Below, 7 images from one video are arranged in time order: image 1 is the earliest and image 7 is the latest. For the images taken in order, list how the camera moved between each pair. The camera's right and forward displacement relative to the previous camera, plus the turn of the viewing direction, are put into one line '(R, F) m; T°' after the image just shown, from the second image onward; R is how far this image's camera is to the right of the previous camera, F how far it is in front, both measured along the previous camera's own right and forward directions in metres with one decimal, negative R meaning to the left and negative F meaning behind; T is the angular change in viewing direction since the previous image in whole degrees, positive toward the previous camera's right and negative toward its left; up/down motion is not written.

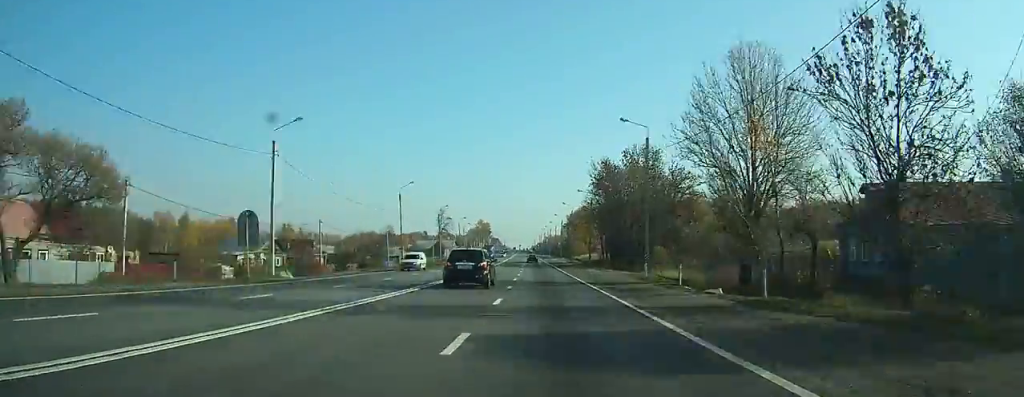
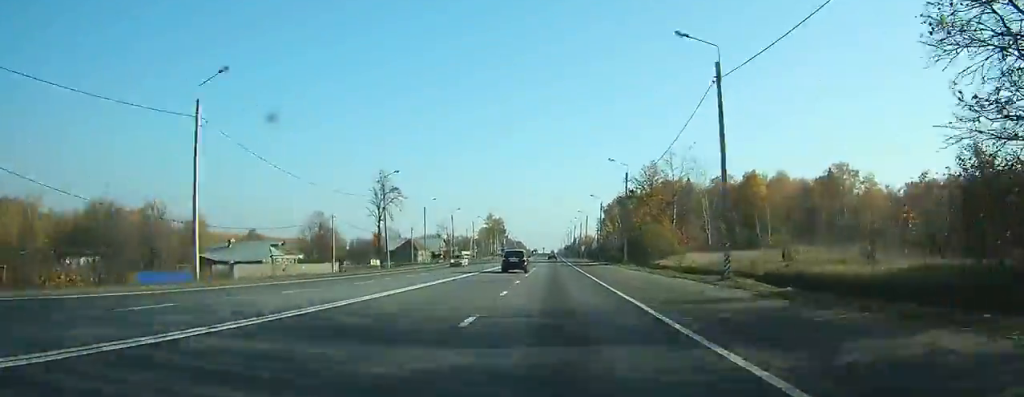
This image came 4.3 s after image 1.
(-2.0, +81.7) m; -3°
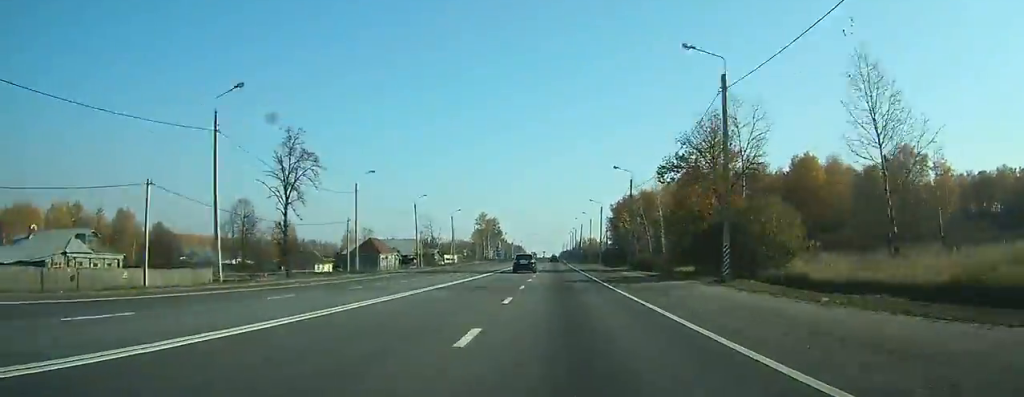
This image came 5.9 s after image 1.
(-0.3, +33.9) m; -1°
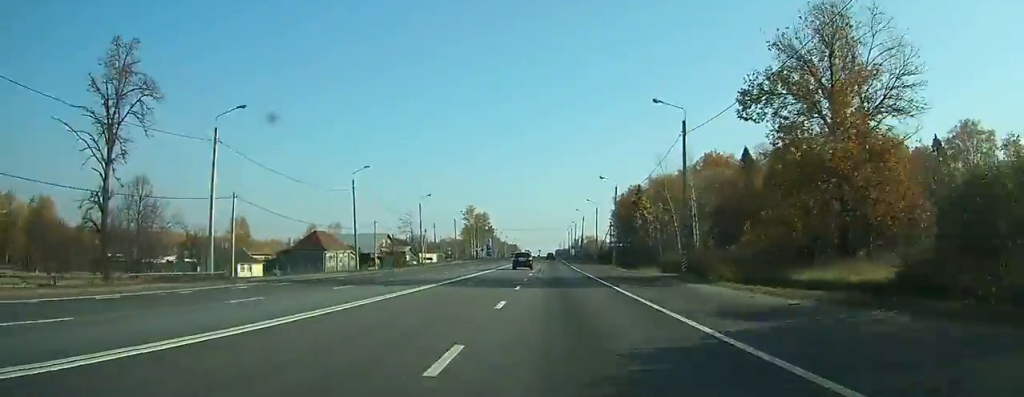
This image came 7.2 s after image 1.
(-0.1, +26.5) m; 0°
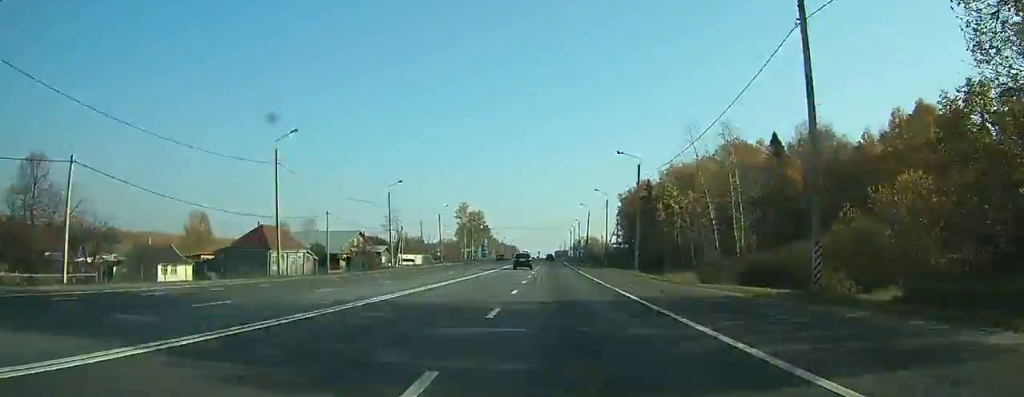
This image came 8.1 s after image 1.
(-0.1, +18.6) m; 0°
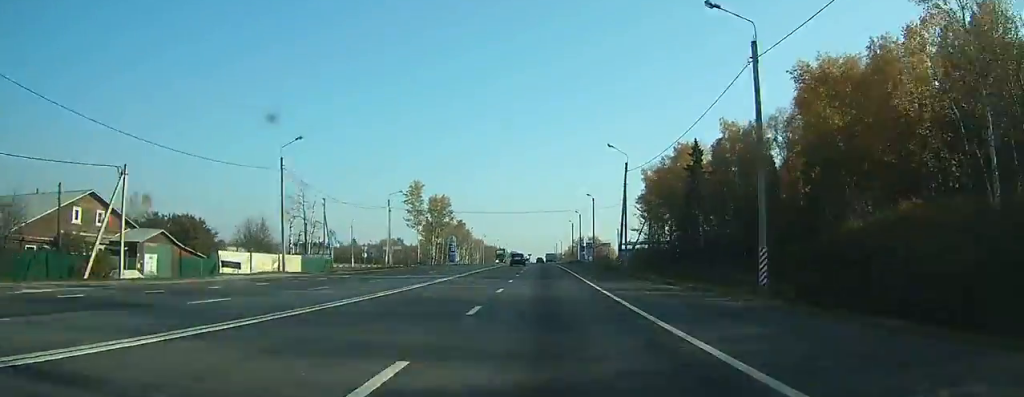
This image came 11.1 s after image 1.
(+0.1, +67.8) m; 0°
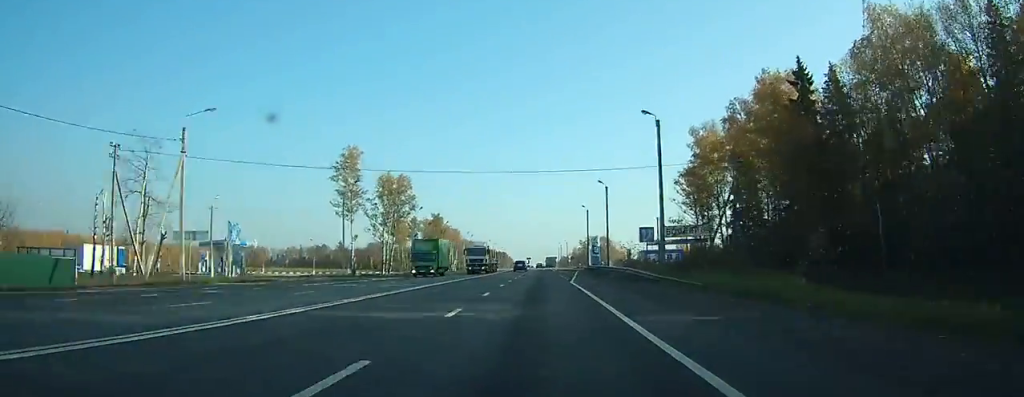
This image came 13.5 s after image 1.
(+0.2, +51.8) m; 0°
